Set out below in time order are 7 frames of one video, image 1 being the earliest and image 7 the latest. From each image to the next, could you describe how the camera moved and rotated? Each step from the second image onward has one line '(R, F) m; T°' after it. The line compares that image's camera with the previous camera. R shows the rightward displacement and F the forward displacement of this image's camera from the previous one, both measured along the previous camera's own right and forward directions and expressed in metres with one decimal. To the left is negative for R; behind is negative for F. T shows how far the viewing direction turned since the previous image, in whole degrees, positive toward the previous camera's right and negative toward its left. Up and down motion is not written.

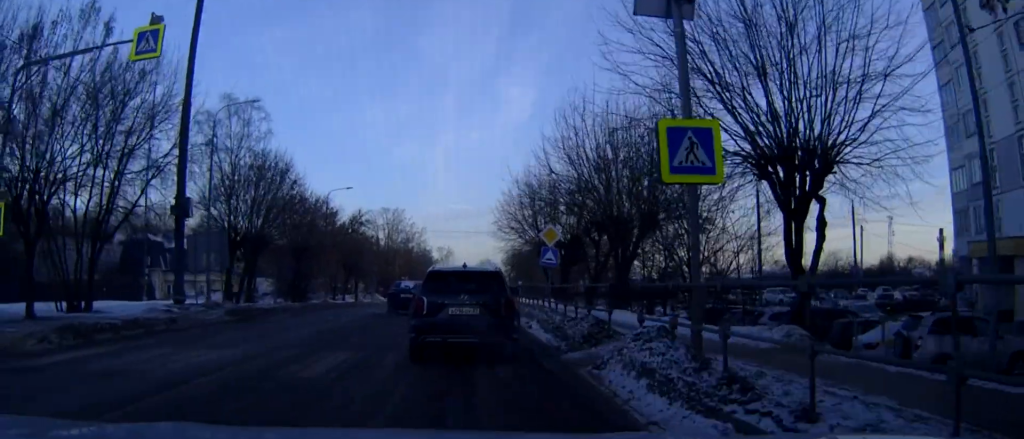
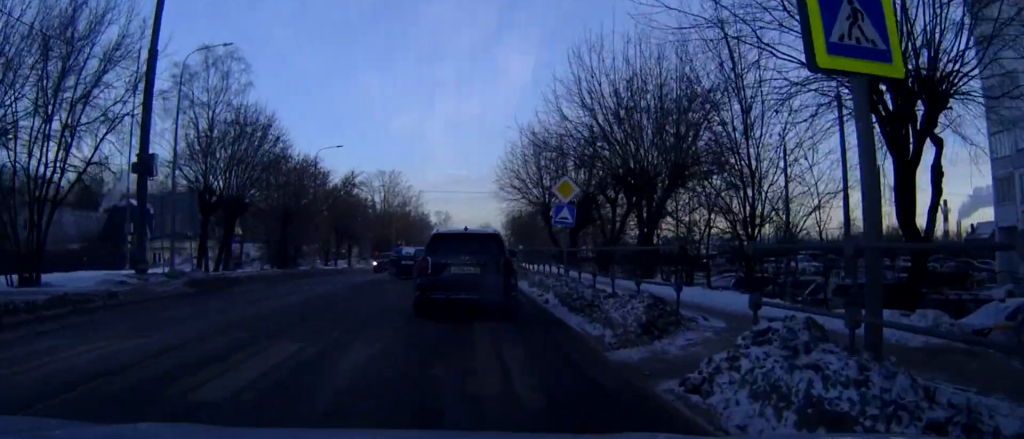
(0.0, +4.9) m; 0°
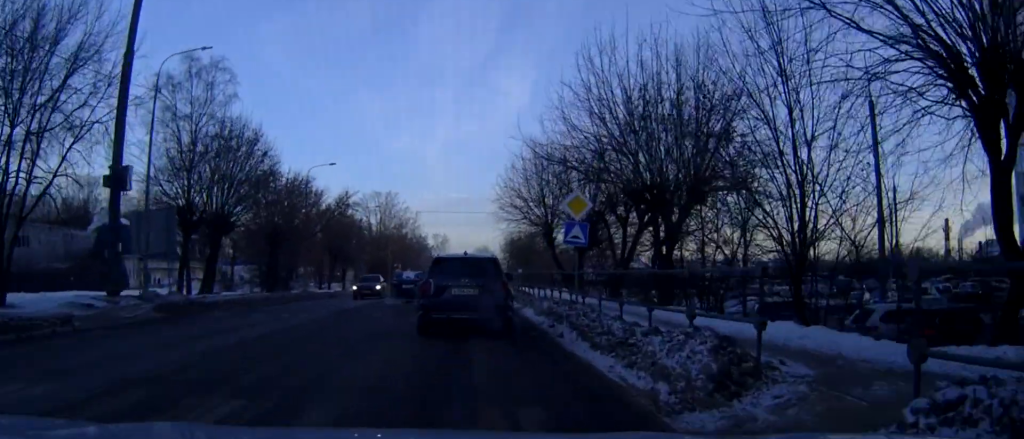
(0.0, +3.0) m; +1°
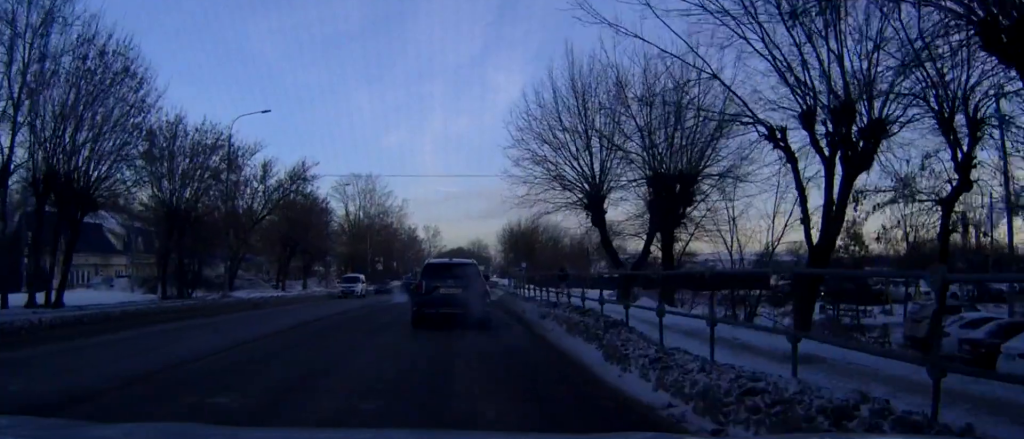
(+0.2, +19.7) m; 0°
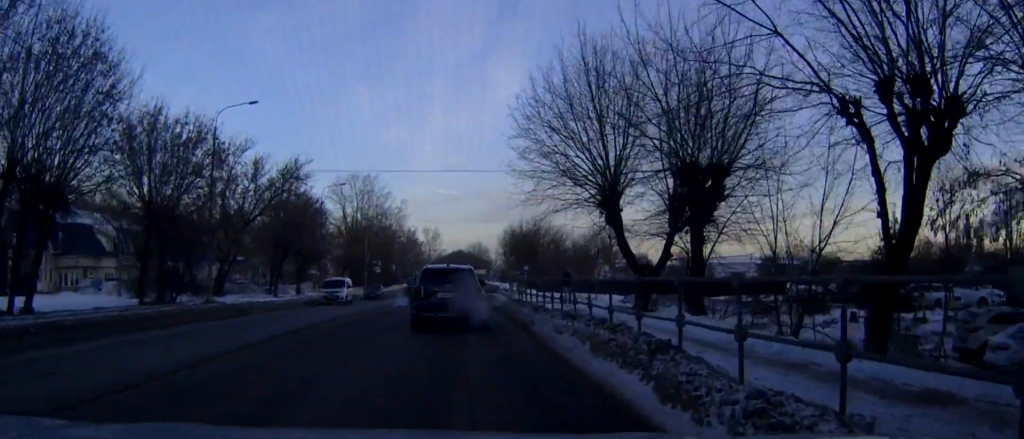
(0.0, +3.0) m; 0°
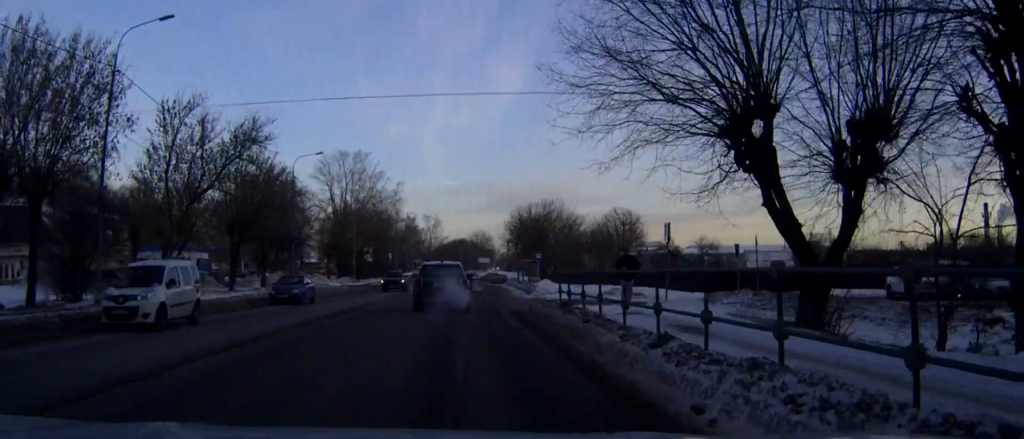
(0.0, +13.4) m; +1°
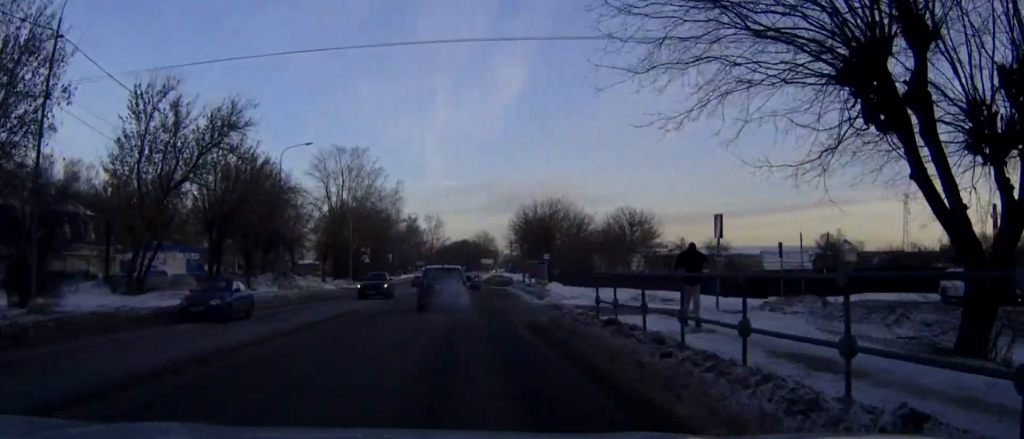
(0.0, +5.2) m; 0°
